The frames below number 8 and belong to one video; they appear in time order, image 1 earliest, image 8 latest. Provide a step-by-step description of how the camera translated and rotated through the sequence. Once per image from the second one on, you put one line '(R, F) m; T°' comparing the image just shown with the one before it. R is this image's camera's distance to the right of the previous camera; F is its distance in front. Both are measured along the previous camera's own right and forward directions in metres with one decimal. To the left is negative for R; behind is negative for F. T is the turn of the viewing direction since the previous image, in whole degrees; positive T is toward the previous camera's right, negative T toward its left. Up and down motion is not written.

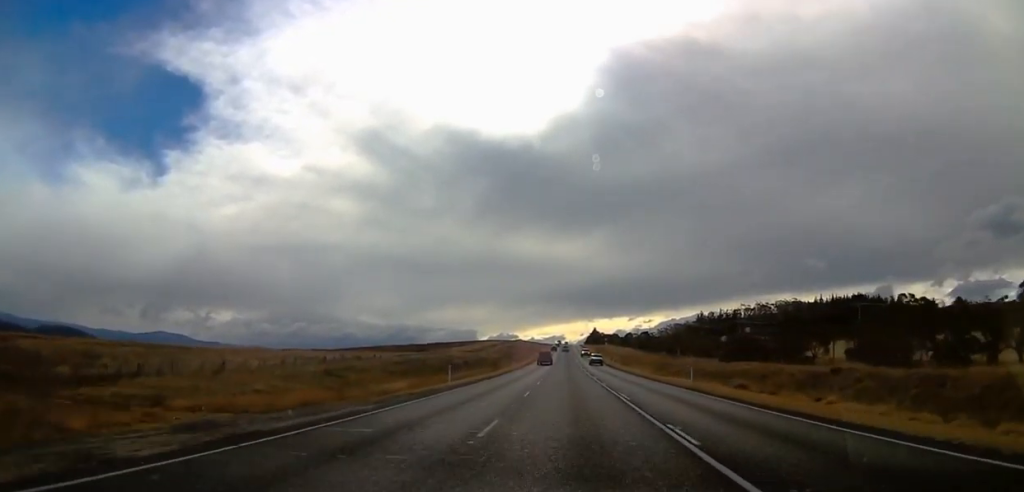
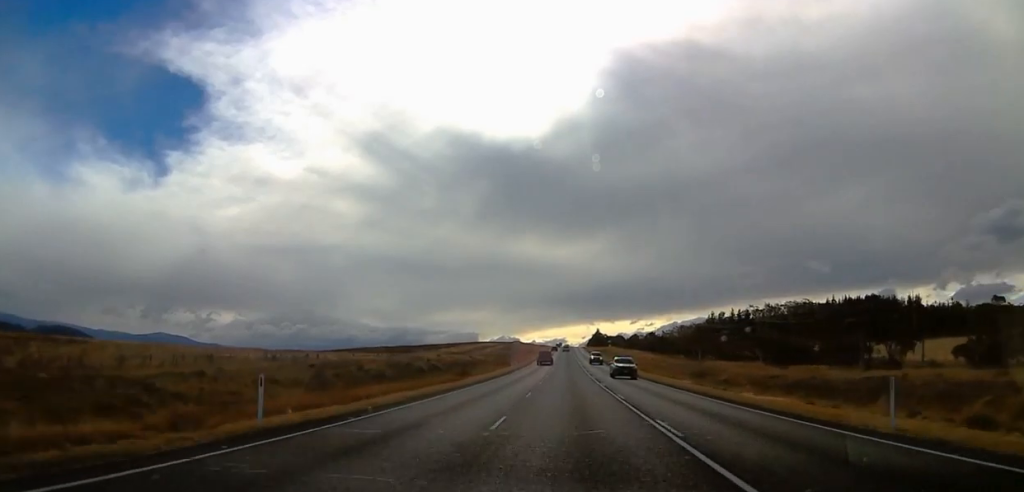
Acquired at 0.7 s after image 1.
(0.0, +17.9) m; 0°
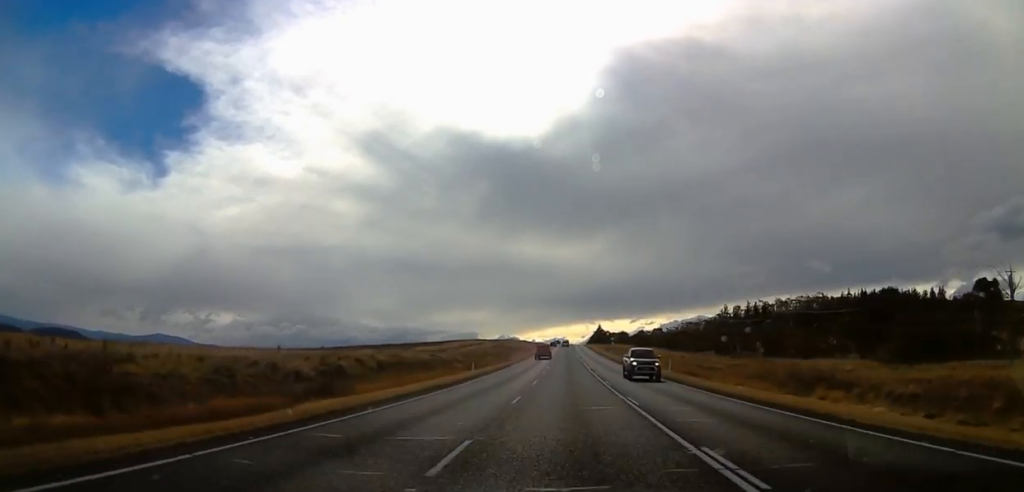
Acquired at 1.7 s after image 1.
(0.0, +24.0) m; 0°
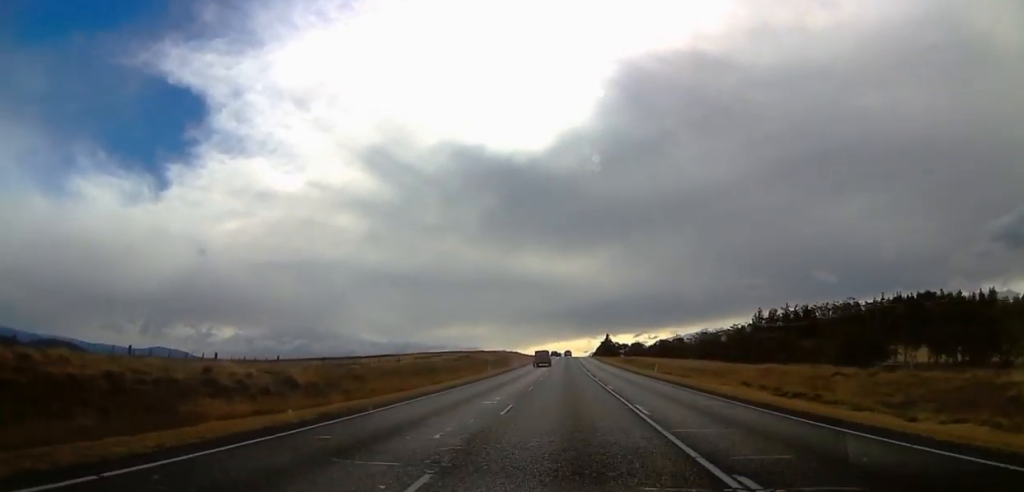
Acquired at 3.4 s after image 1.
(-0.2, +46.4) m; -1°
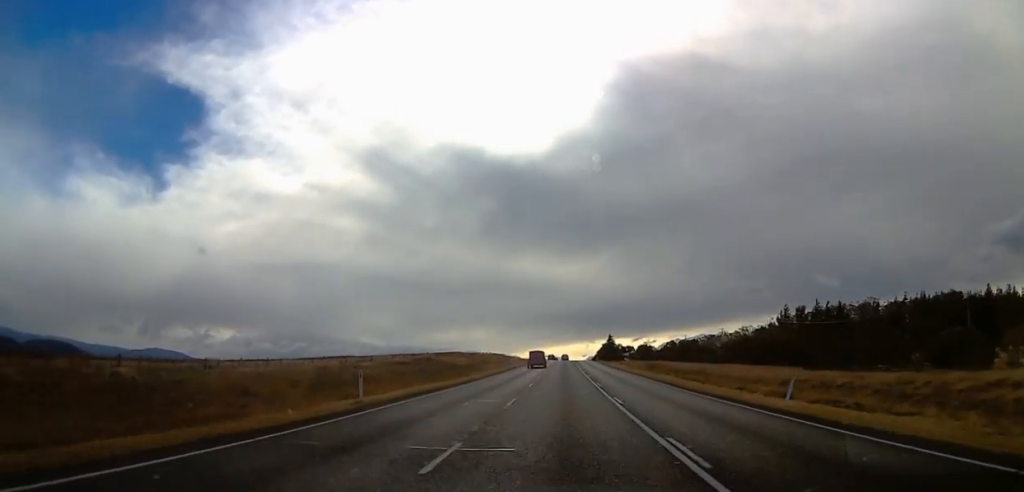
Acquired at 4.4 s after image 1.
(-0.3, +35.7) m; -1°
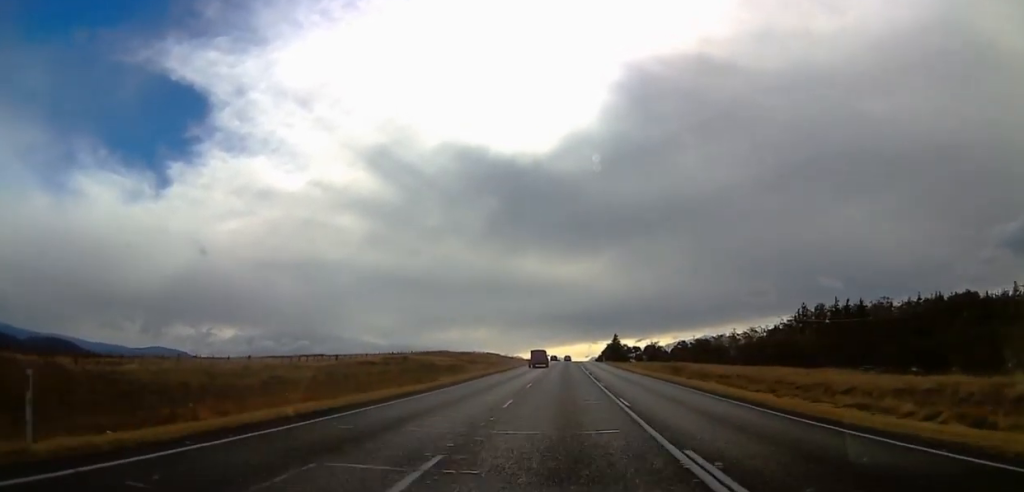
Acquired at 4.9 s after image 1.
(-0.1, +16.8) m; 0°
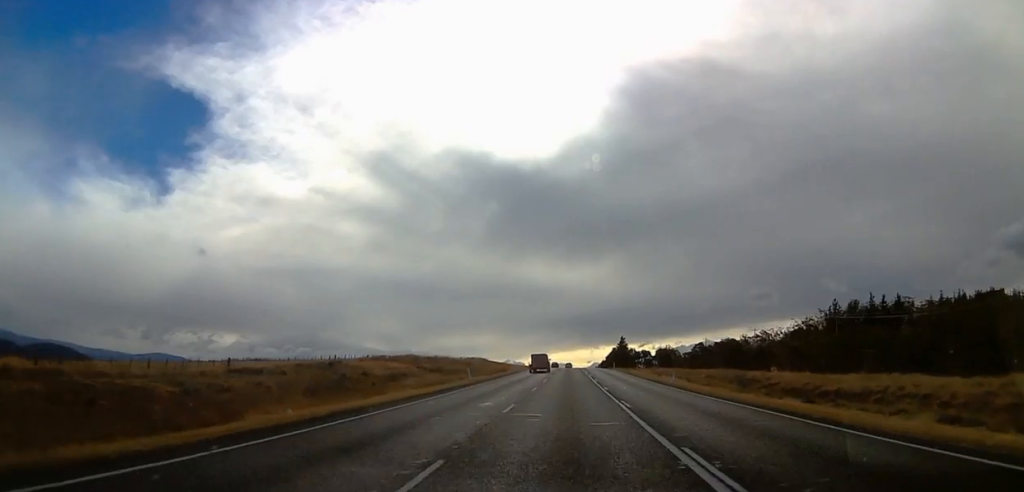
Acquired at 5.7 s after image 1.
(0.0, +30.8) m; 0°
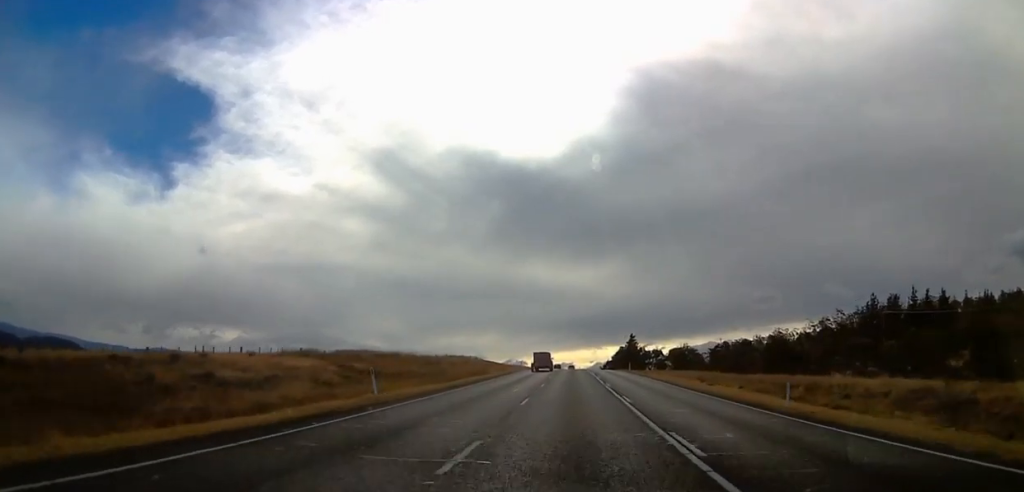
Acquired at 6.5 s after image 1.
(+0.2, +25.4) m; +1°
